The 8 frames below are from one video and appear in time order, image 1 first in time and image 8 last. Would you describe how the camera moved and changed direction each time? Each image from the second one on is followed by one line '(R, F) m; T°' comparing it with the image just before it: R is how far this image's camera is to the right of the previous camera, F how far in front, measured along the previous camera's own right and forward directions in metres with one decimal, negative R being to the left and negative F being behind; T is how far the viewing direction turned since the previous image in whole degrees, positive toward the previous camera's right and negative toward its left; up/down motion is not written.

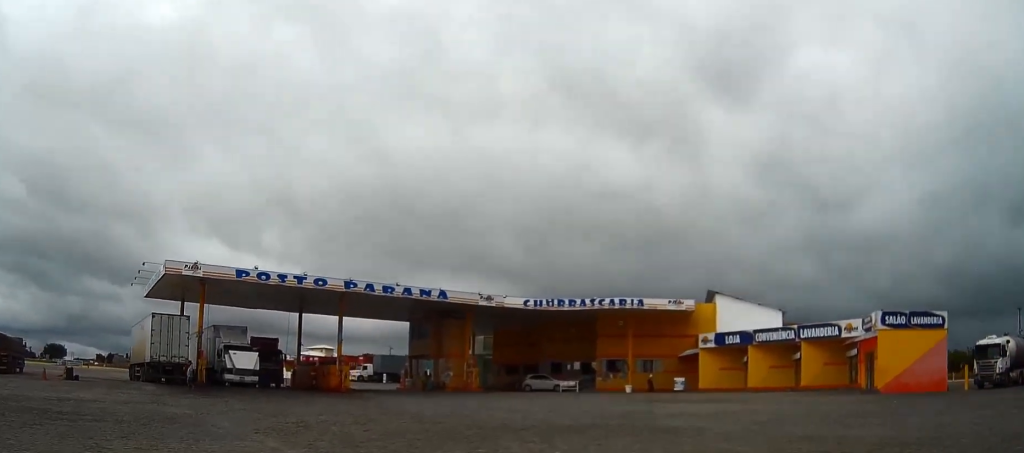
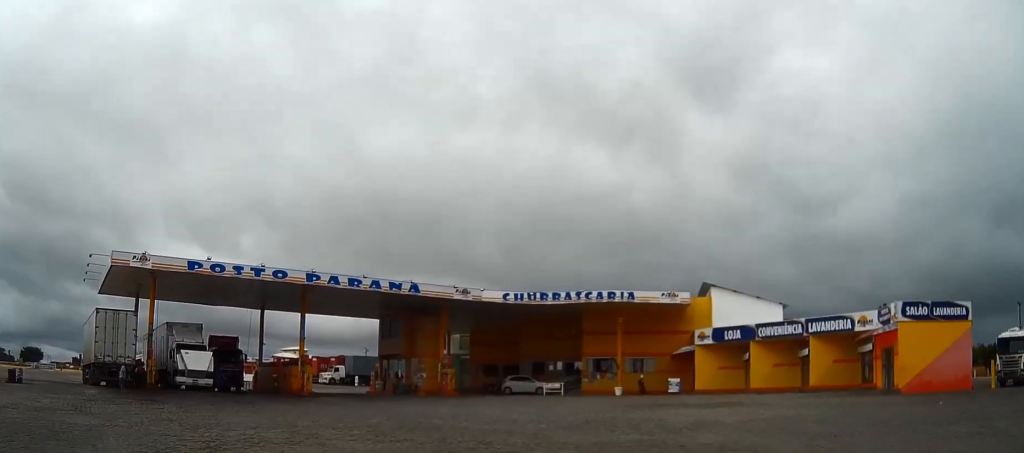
(+0.1, +4.9) m; +2°
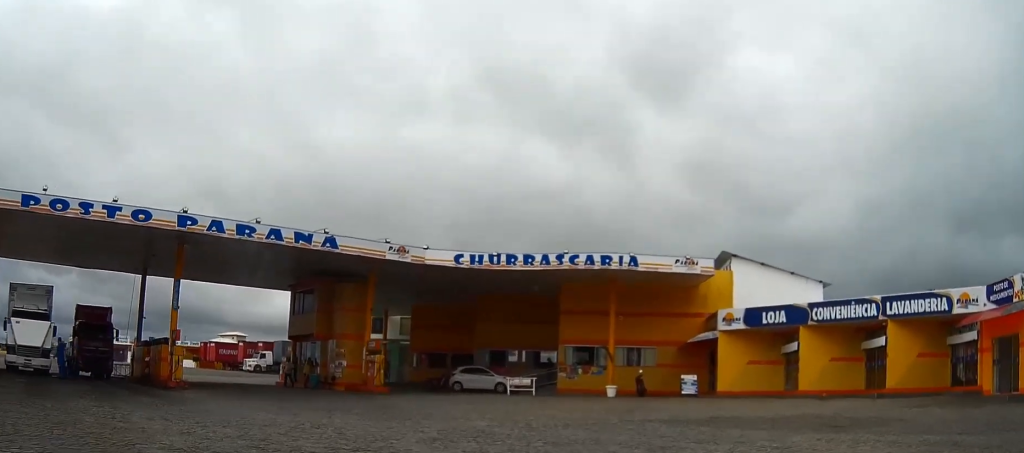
(+0.9, +14.7) m; +5°
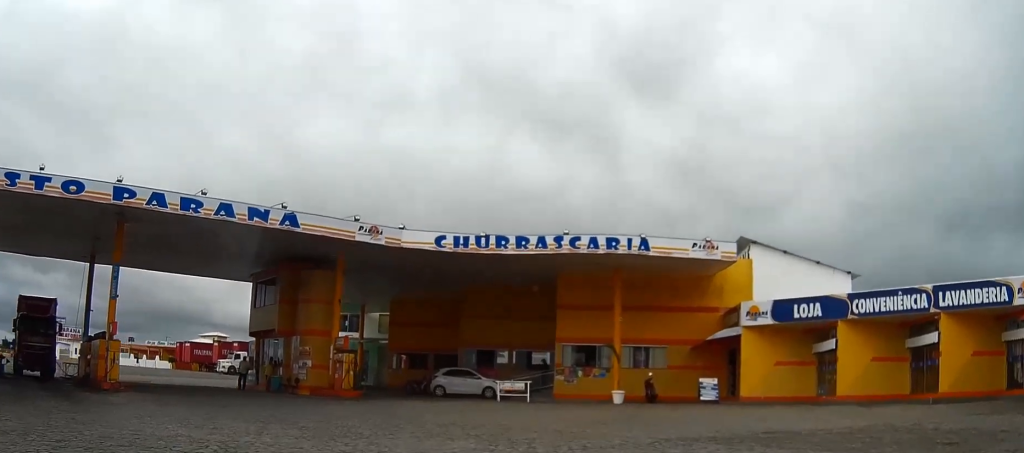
(0.0, +5.2) m; +1°
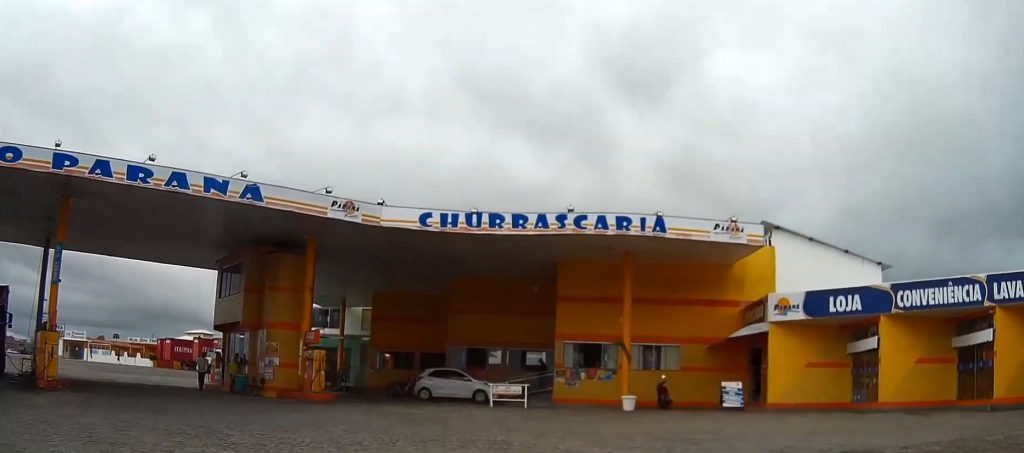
(+0.1, +4.3) m; 0°
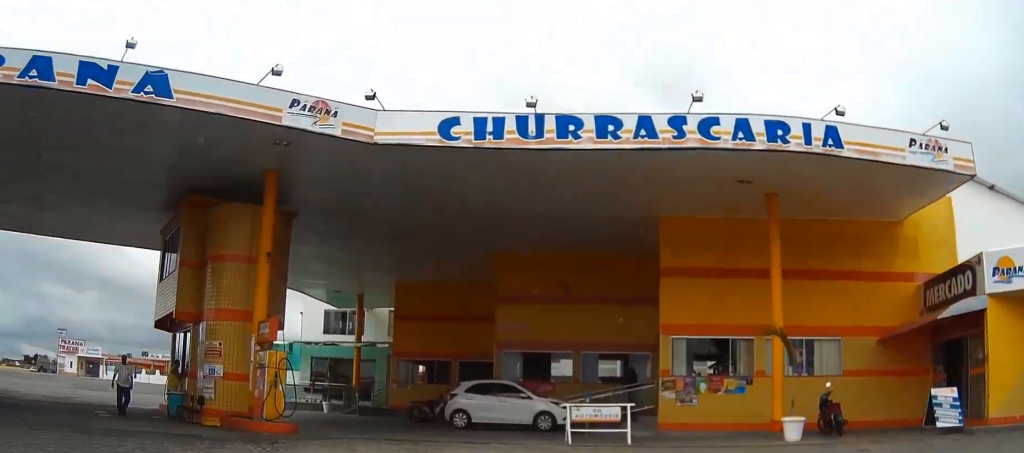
(-0.2, +11.8) m; -5°
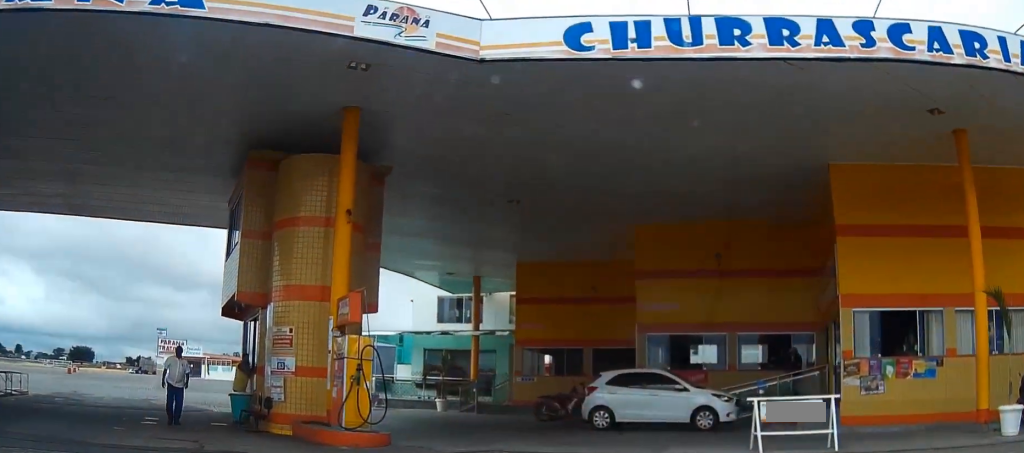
(-0.2, +4.1) m; -7°
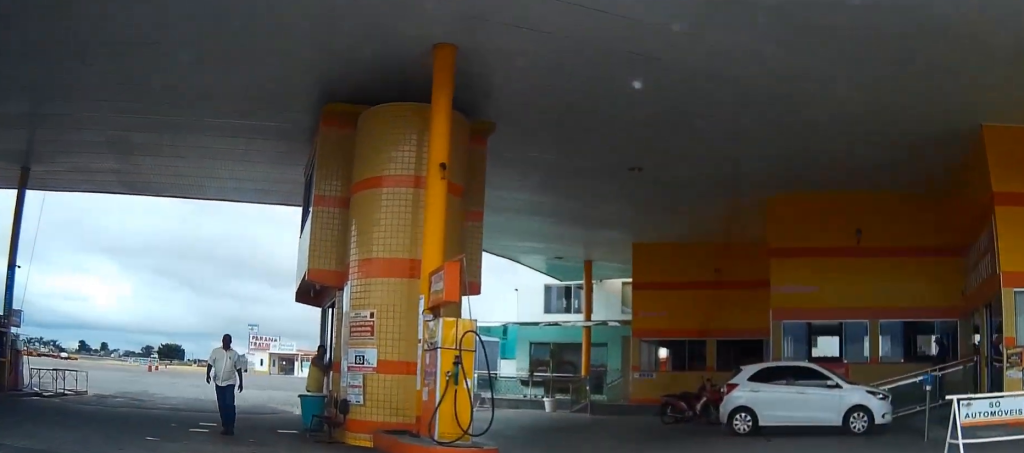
(0.0, +2.9) m; -7°
